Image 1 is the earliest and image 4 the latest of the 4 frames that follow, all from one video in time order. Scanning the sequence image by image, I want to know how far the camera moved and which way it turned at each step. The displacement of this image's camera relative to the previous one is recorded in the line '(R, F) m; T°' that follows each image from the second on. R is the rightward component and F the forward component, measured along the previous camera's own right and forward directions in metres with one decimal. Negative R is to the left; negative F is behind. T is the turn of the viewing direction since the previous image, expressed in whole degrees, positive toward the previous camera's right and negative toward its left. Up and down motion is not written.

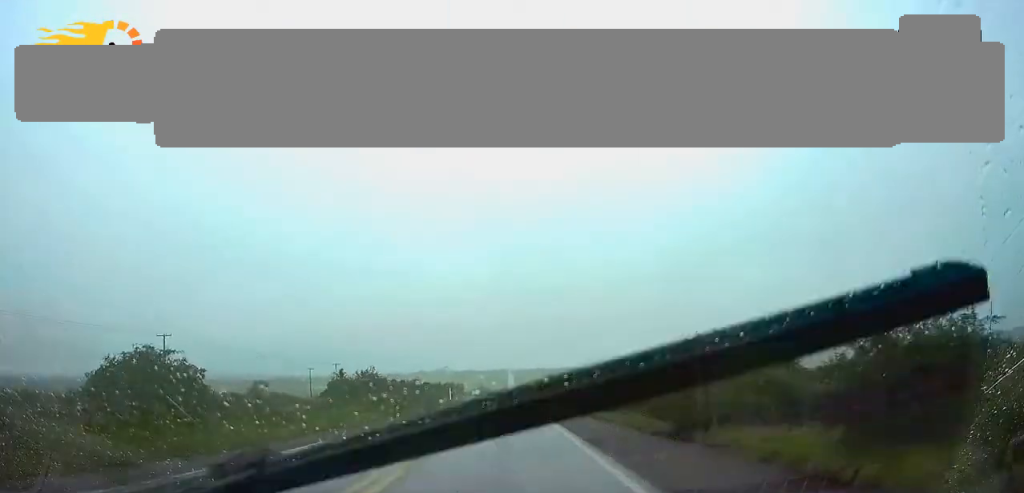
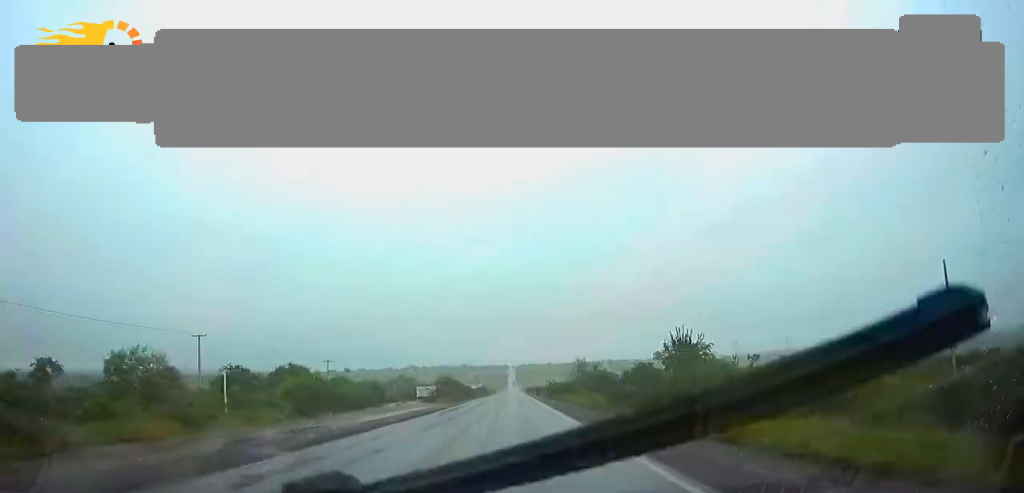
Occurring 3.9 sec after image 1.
(-0.1, +133.7) m; 0°
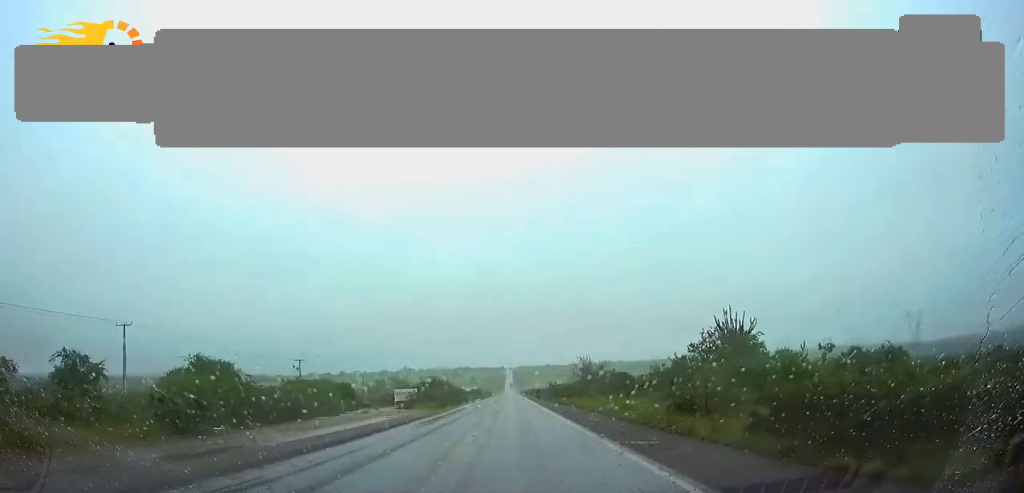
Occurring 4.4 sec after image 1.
(0.0, +16.1) m; 0°
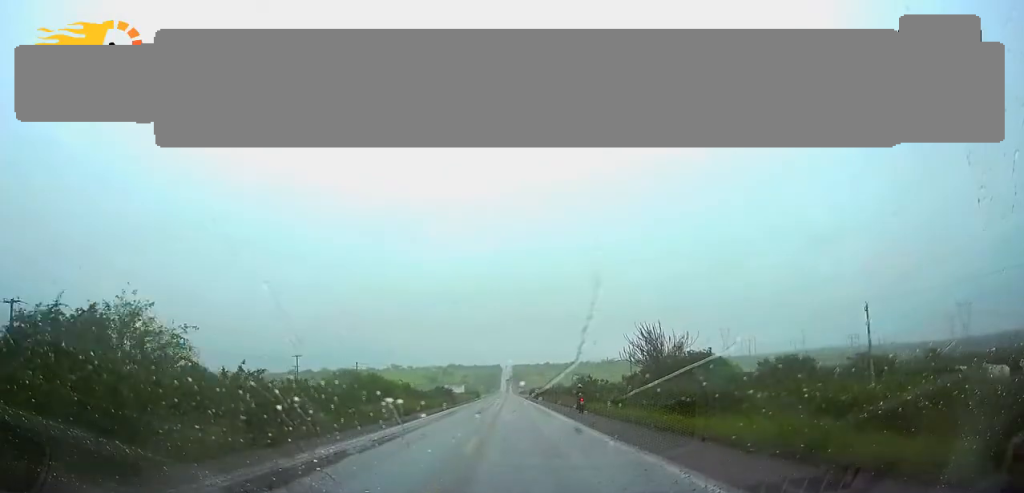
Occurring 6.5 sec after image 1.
(+0.1, +73.0) m; 0°
